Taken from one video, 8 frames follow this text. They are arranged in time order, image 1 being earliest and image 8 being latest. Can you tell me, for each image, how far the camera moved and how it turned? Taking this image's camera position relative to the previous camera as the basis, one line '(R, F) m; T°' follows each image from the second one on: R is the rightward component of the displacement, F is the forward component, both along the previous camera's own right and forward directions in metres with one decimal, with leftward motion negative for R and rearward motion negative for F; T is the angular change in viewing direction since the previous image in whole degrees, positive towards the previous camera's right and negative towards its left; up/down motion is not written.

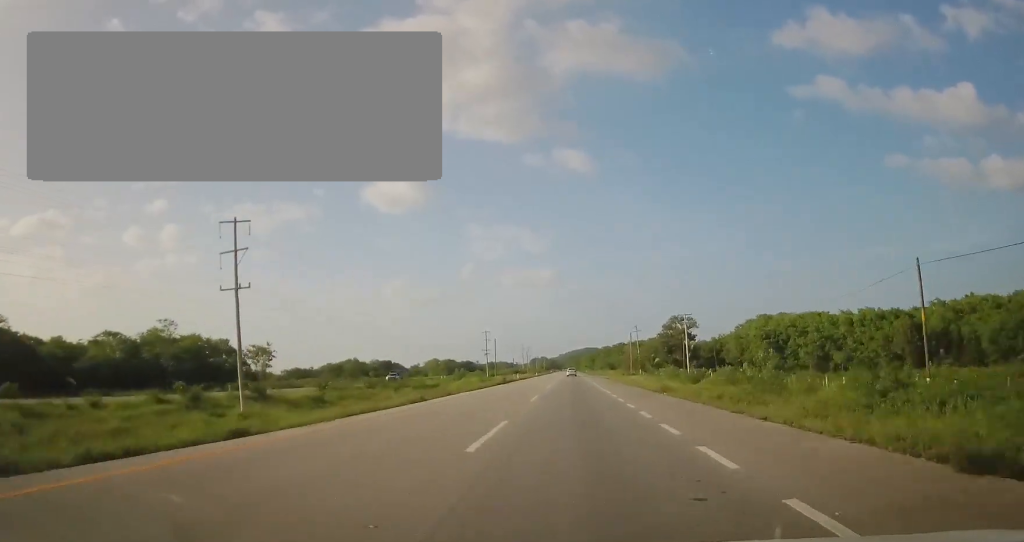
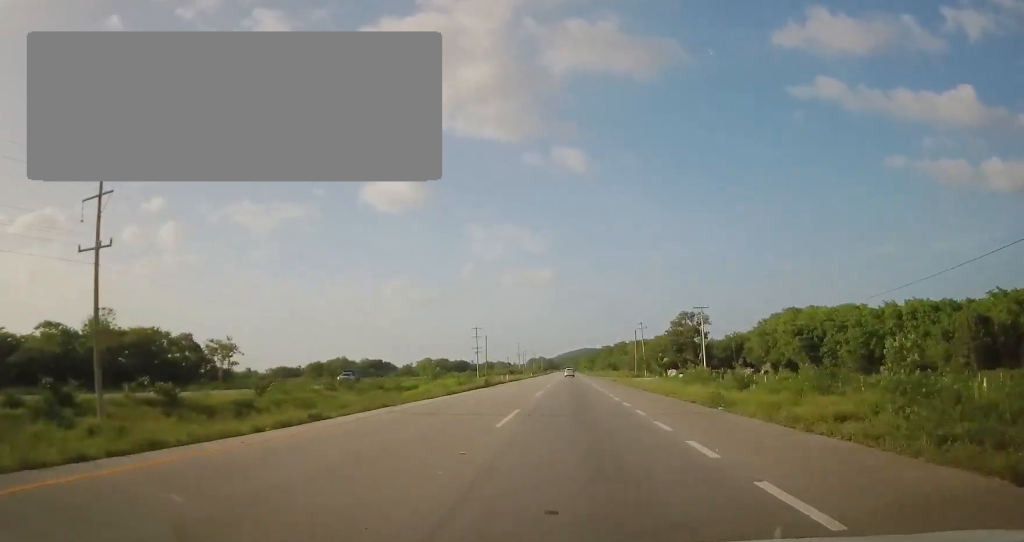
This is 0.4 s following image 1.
(0.0, +11.7) m; 0°
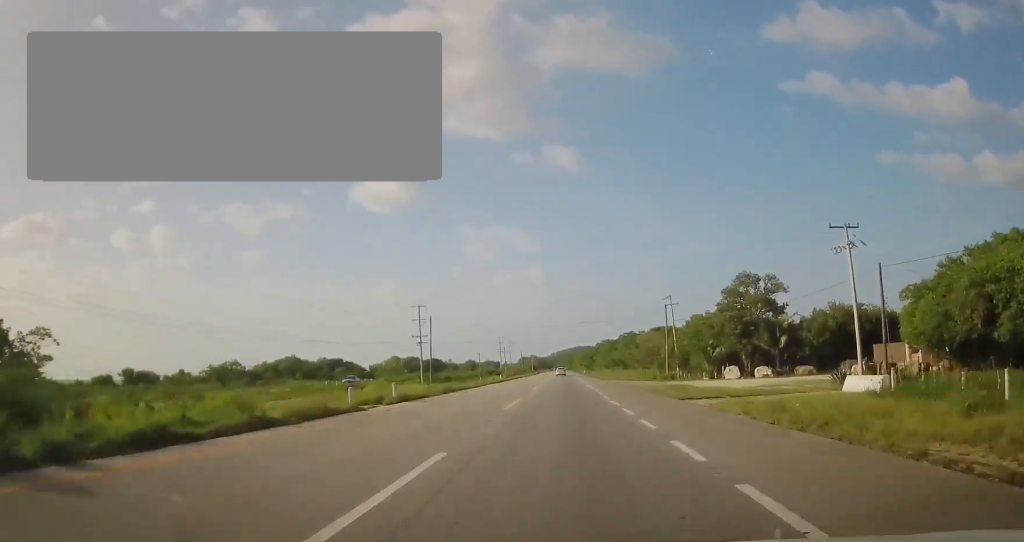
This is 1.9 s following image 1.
(+0.5, +42.4) m; +1°
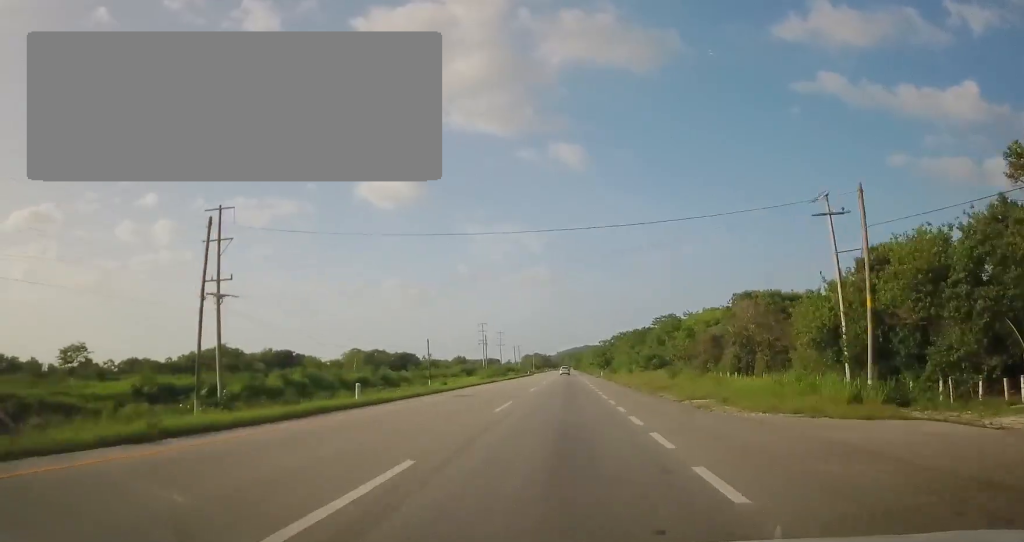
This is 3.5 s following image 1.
(-0.6, +49.0) m; -1°
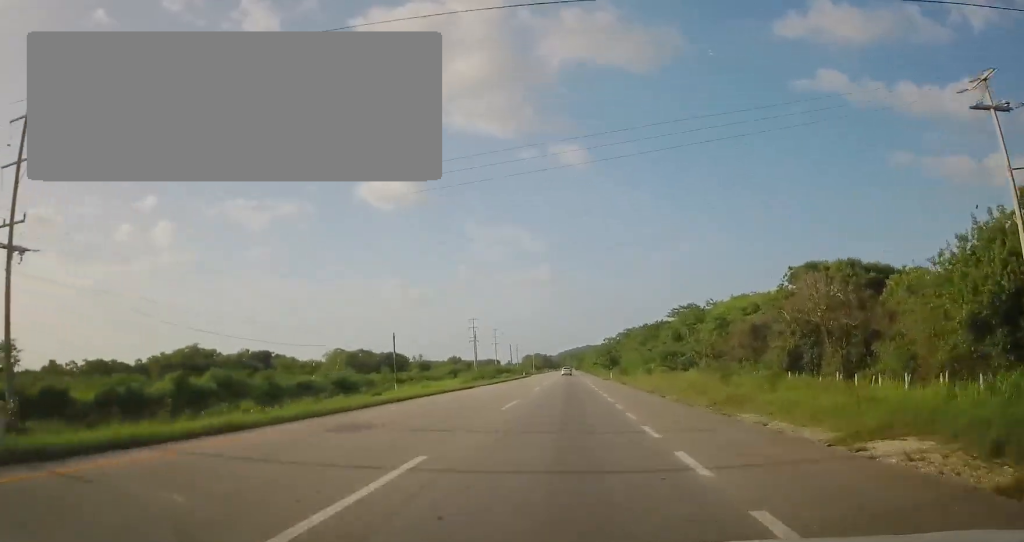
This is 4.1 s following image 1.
(0.0, +15.0) m; 0°
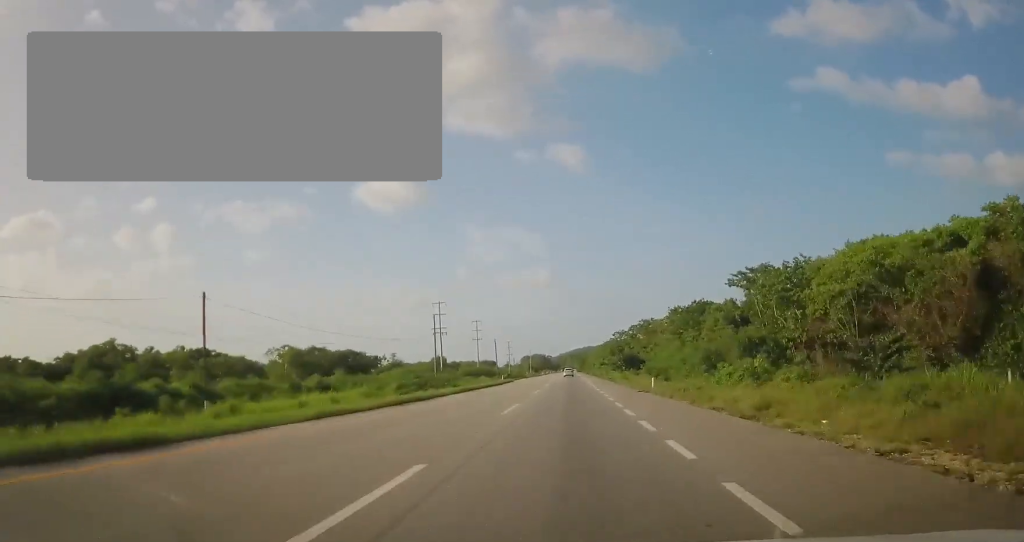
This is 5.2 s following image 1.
(0.0, +32.0) m; 0°
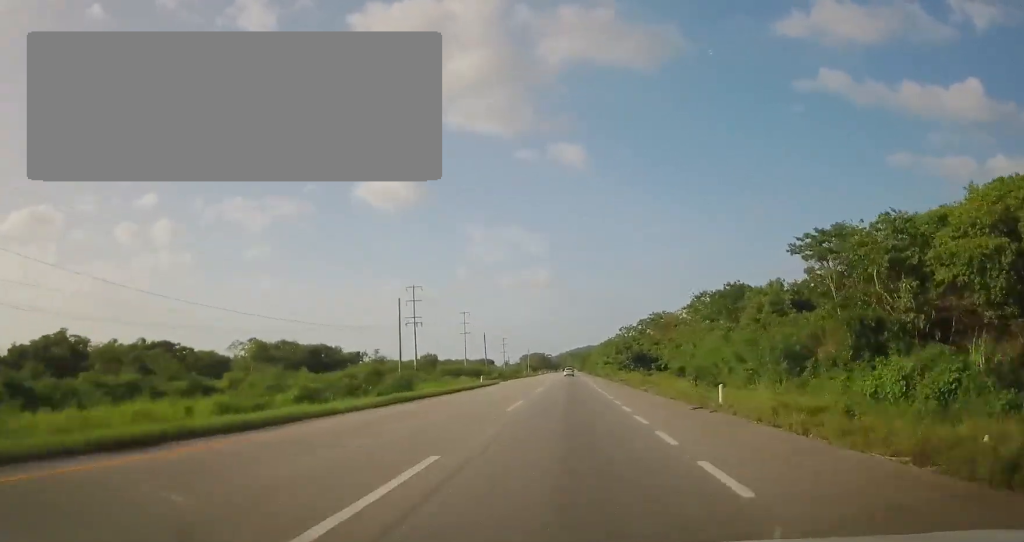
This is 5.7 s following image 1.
(0.0, +15.1) m; 0°
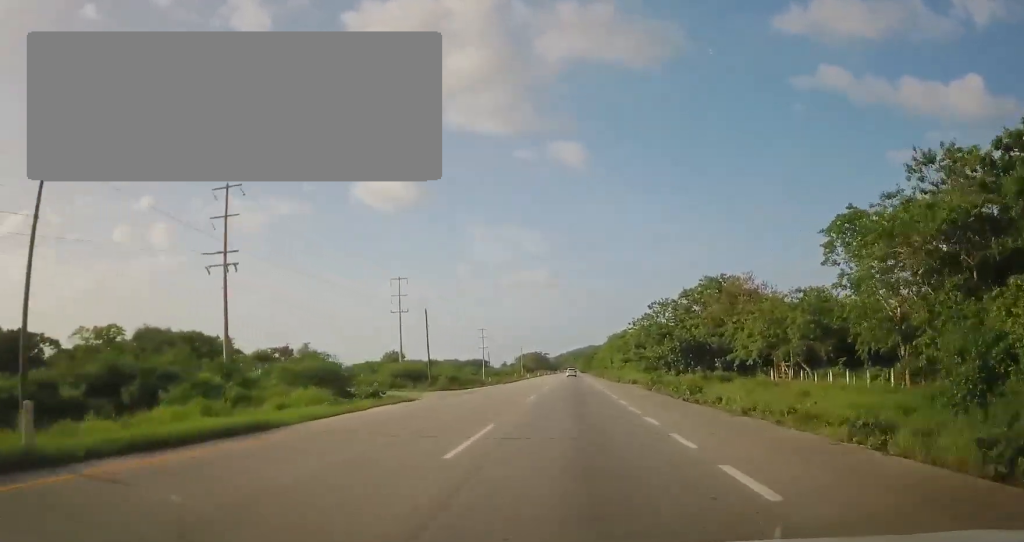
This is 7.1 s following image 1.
(0.0, +42.0) m; 0°
